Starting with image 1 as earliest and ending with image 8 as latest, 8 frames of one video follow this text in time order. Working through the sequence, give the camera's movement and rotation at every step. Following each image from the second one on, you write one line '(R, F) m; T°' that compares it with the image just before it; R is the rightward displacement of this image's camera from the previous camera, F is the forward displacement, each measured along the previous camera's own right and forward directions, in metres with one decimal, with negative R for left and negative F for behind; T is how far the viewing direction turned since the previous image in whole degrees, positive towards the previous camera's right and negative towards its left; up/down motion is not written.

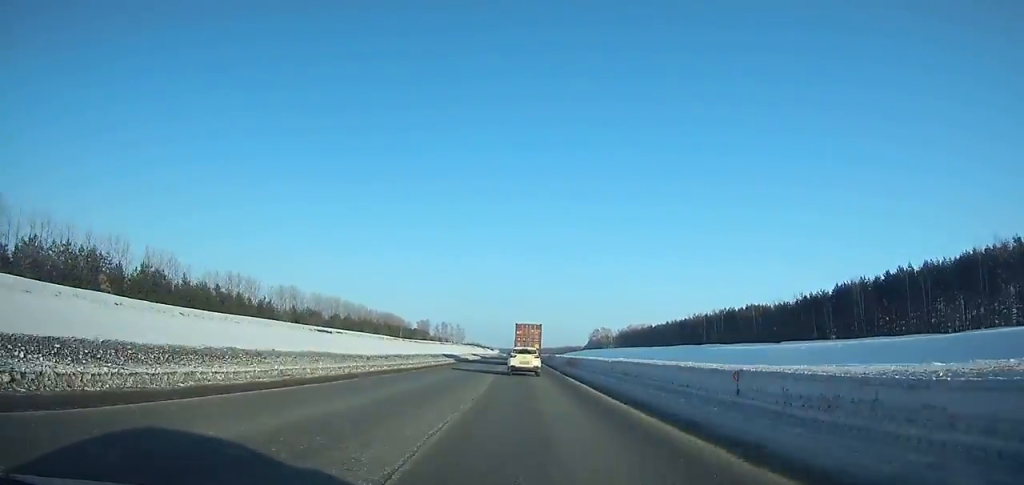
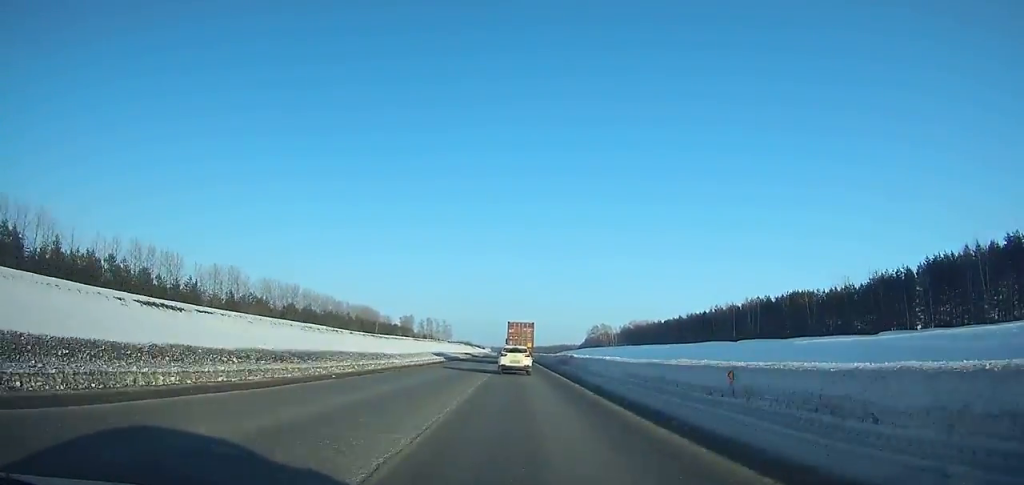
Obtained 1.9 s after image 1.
(0.0, +38.9) m; 0°
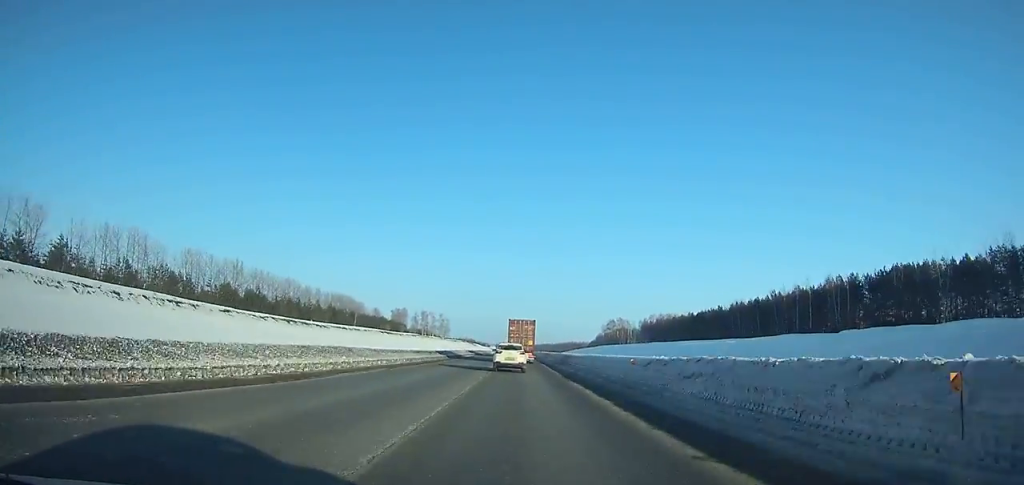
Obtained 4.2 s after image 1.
(+0.1, +47.0) m; 0°
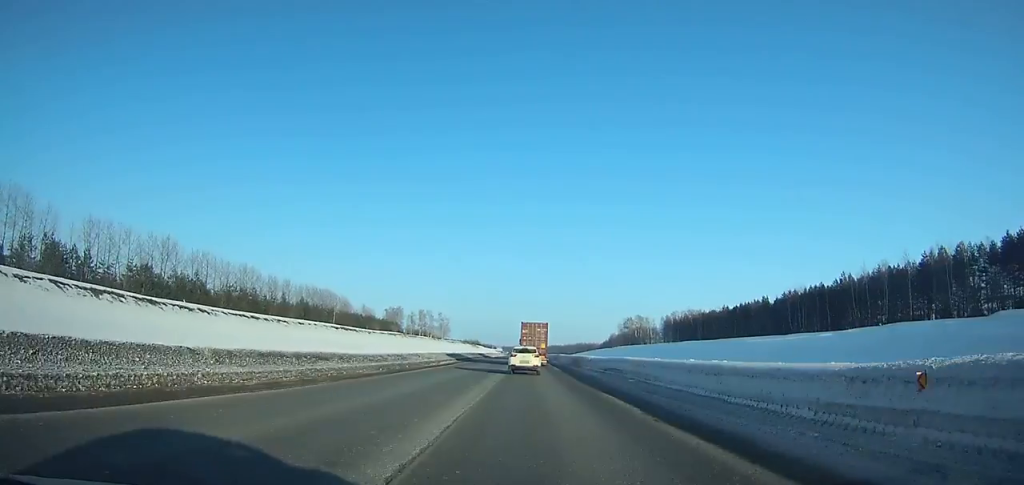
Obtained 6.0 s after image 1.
(+0.1, +36.6) m; 0°
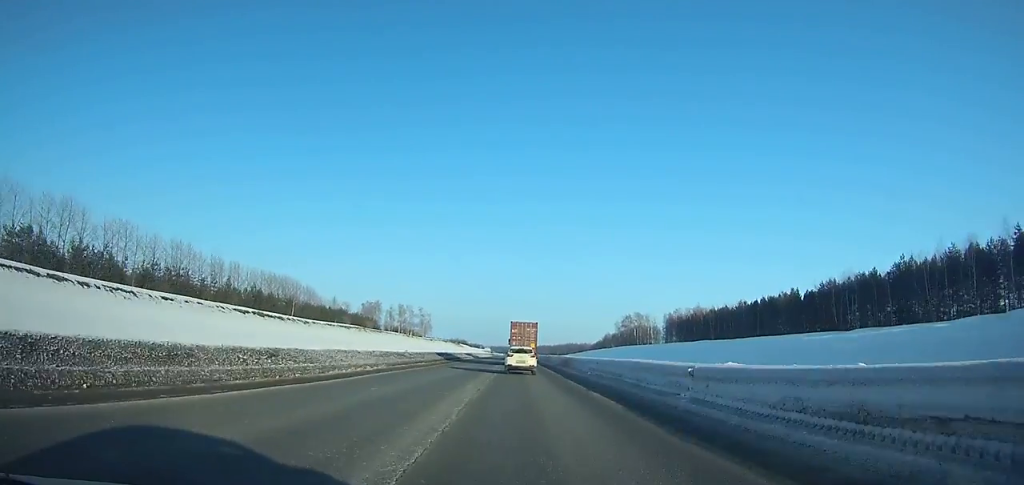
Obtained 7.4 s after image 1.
(0.0, +28.5) m; 0°
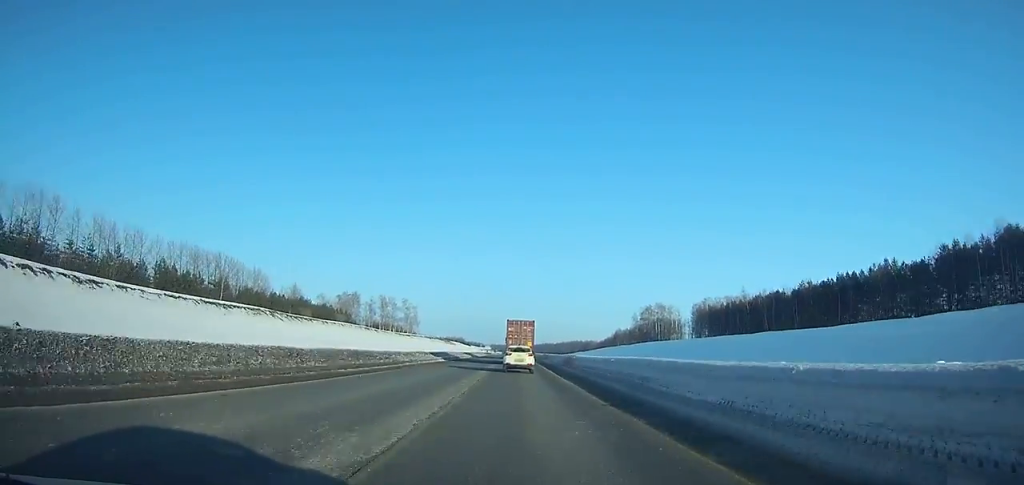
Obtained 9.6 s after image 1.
(+0.2, +44.7) m; 0°
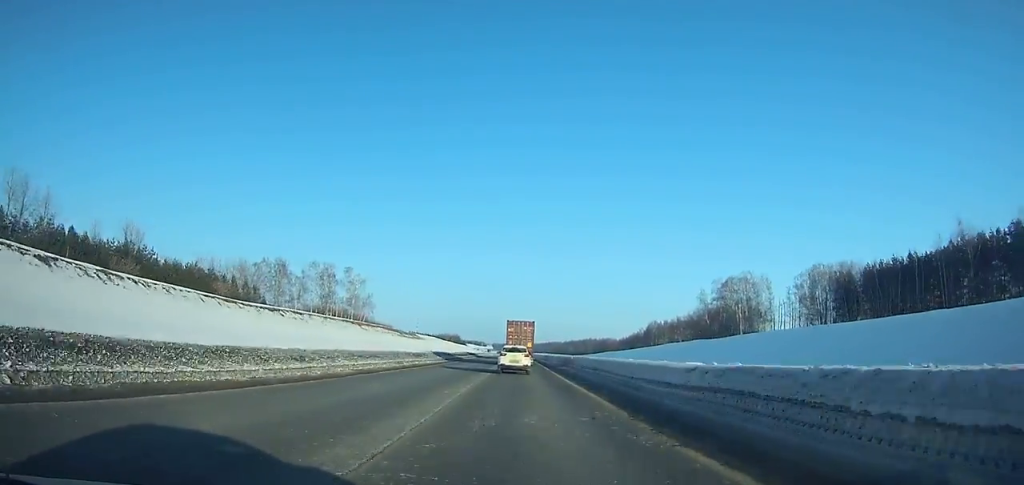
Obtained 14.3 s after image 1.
(-0.6, +94.7) m; 0°
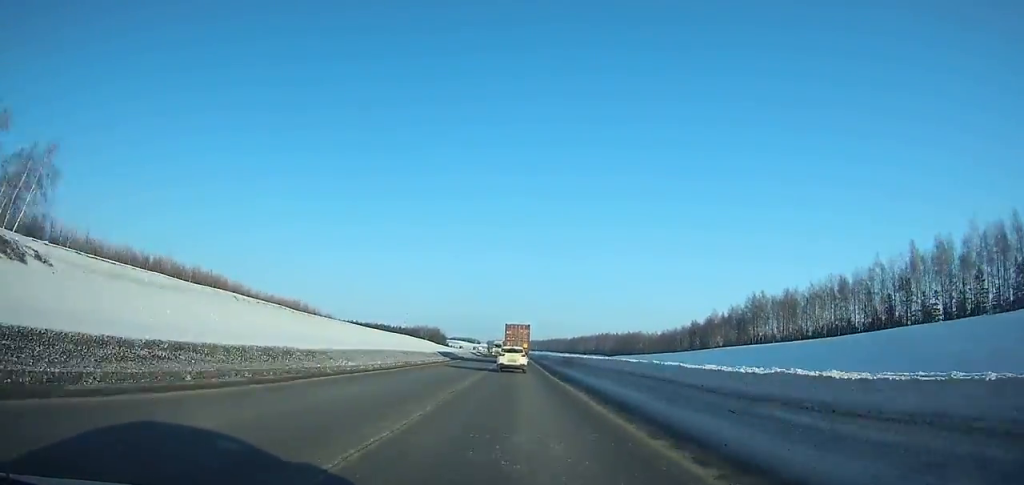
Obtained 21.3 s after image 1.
(+1.0, +141.6) m; +1°
